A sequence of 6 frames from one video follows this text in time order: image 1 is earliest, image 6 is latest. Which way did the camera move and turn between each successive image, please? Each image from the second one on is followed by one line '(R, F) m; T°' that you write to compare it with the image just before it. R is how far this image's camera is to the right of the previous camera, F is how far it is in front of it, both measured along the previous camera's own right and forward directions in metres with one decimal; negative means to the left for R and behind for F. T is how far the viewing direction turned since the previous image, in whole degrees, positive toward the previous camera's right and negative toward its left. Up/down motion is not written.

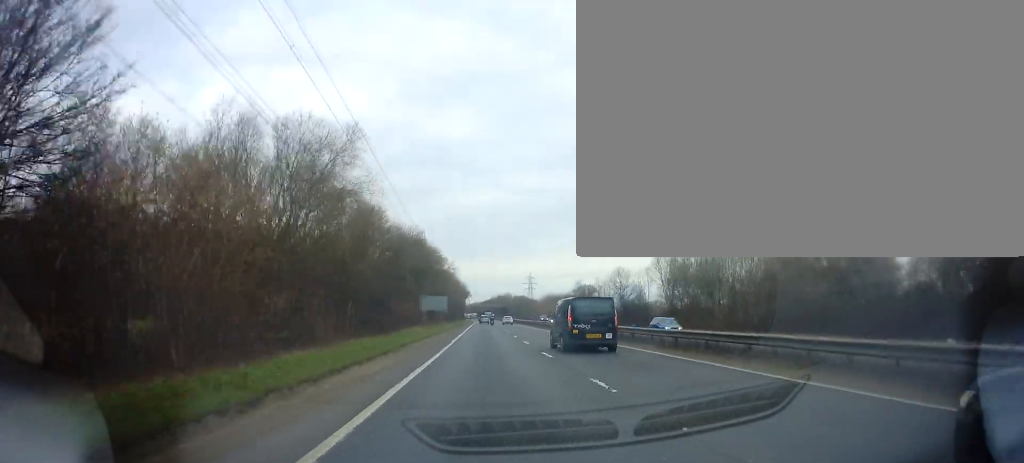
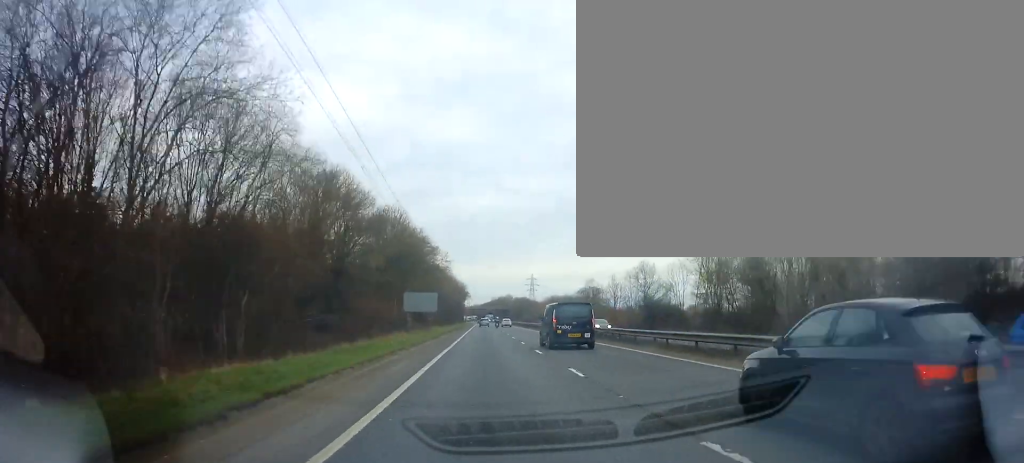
(0.0, +14.9) m; 0°
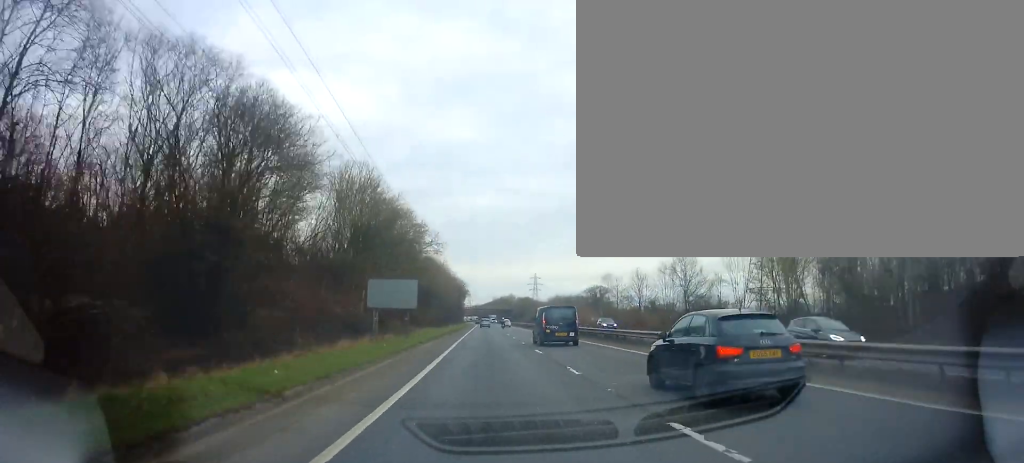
(0.0, +16.6) m; 0°
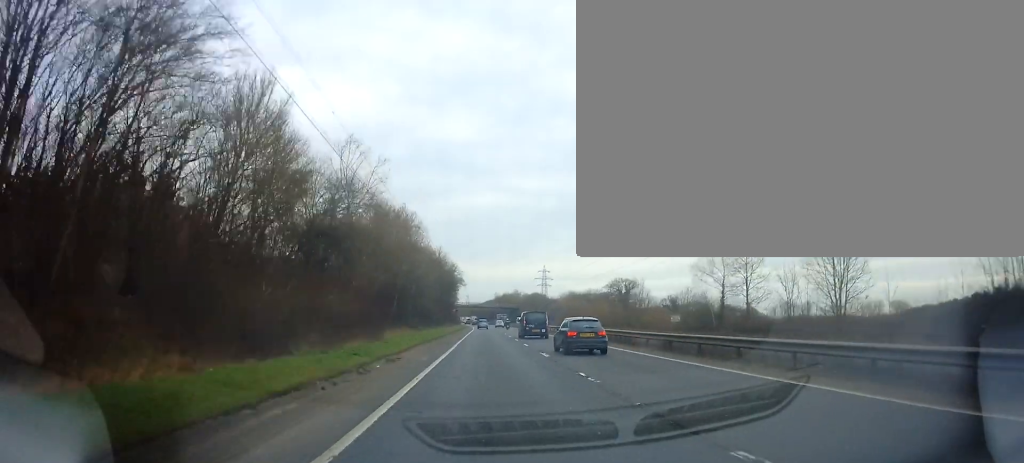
(-0.4, +55.4) m; +1°
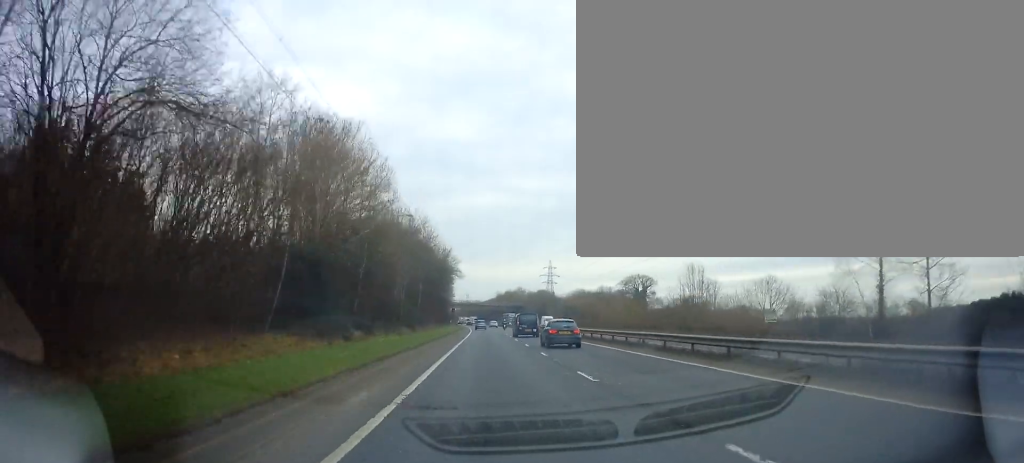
(+0.5, +26.1) m; 0°
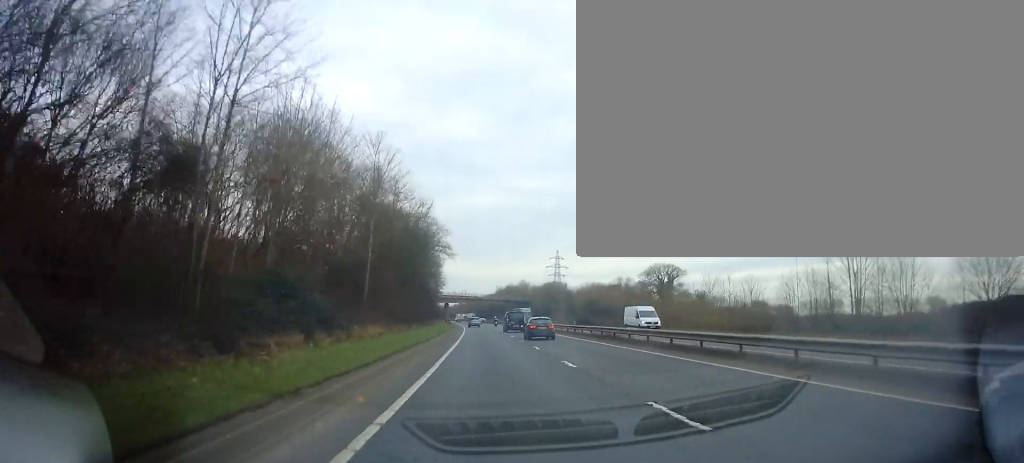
(-0.4, +32.3) m; 0°
